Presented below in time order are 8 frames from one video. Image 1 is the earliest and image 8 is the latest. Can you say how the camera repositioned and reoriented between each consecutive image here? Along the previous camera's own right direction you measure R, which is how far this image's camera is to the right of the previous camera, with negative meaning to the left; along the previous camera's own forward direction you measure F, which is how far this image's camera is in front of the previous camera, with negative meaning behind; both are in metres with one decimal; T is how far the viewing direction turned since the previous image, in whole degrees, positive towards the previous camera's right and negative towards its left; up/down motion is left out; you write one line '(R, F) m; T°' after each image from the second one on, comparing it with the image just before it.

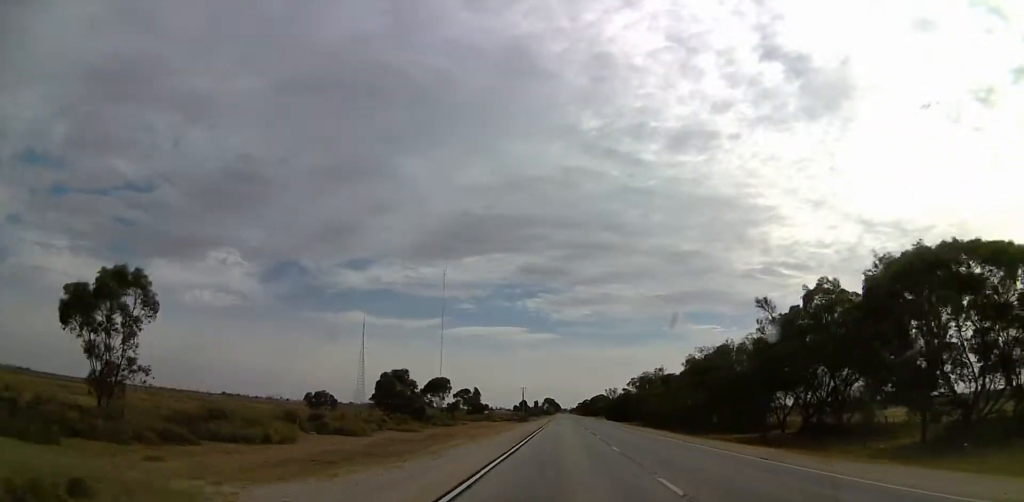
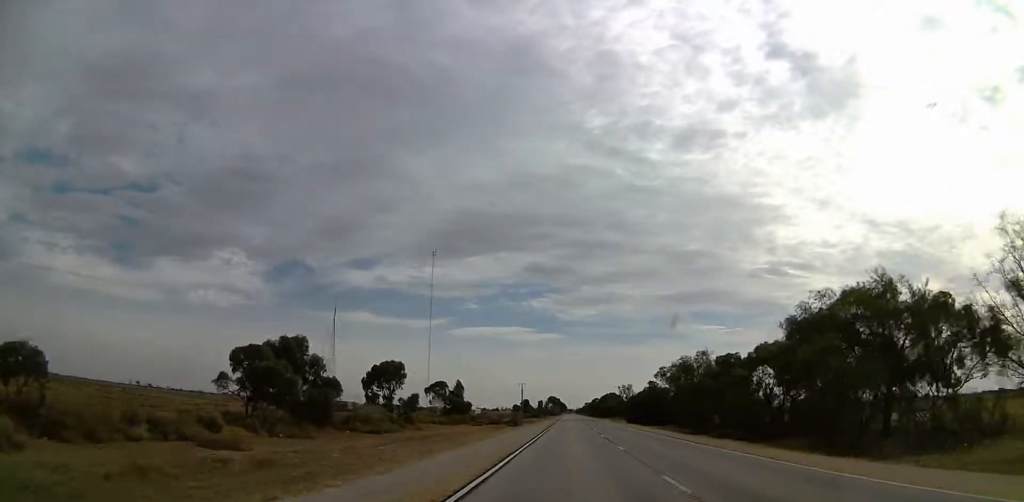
(0.0, +36.0) m; 0°
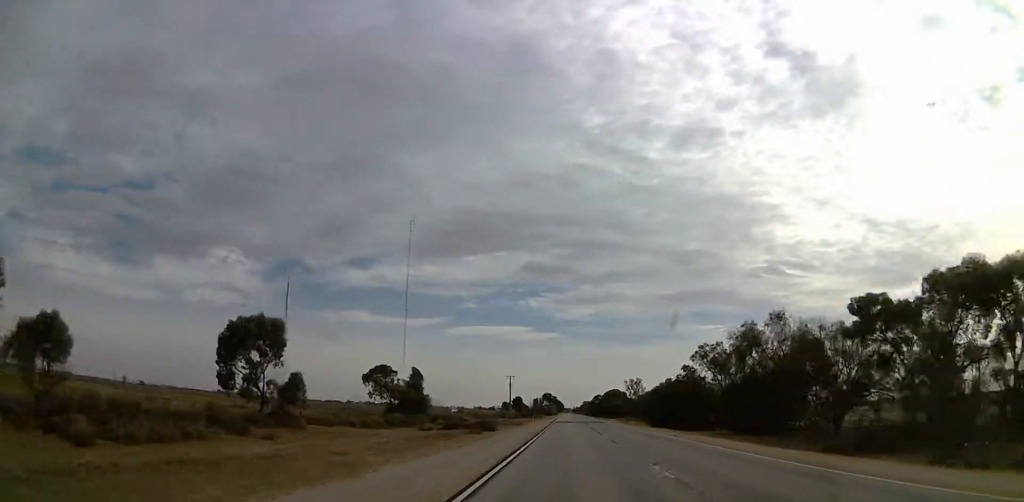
(+0.1, +34.1) m; 0°
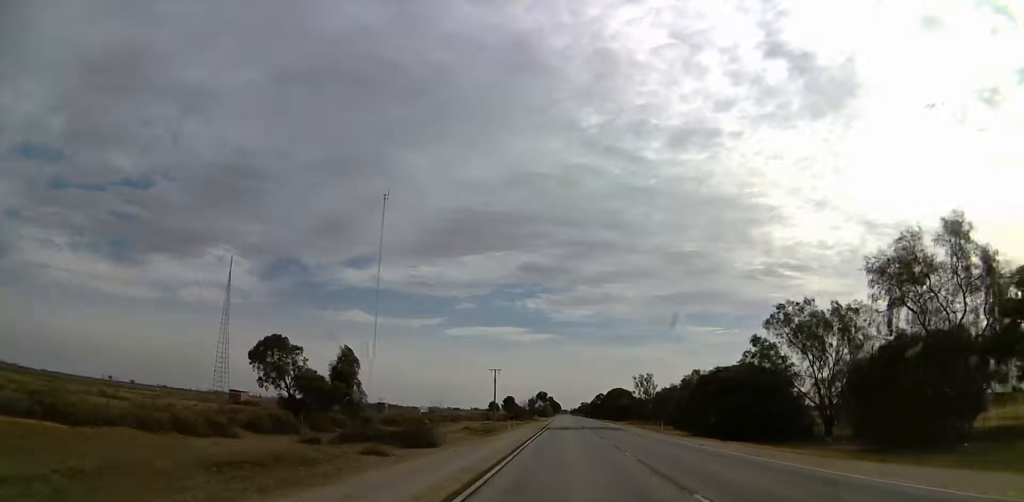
(-0.1, +29.8) m; 0°
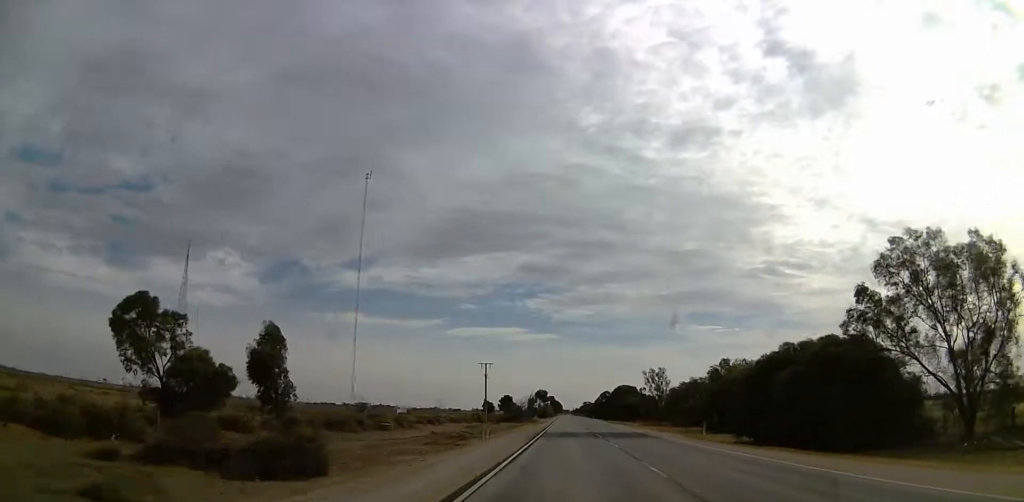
(0.0, +18.0) m; +1°
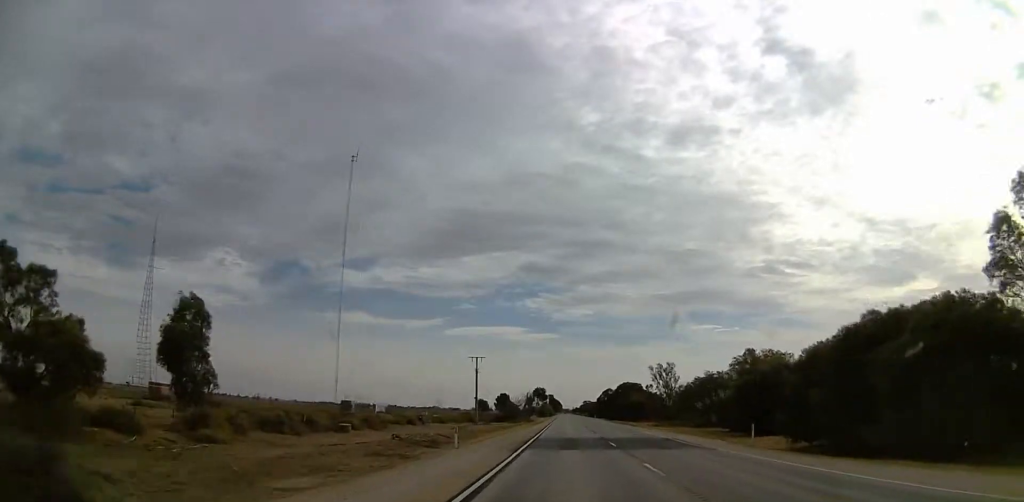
(0.0, +11.7) m; +1°
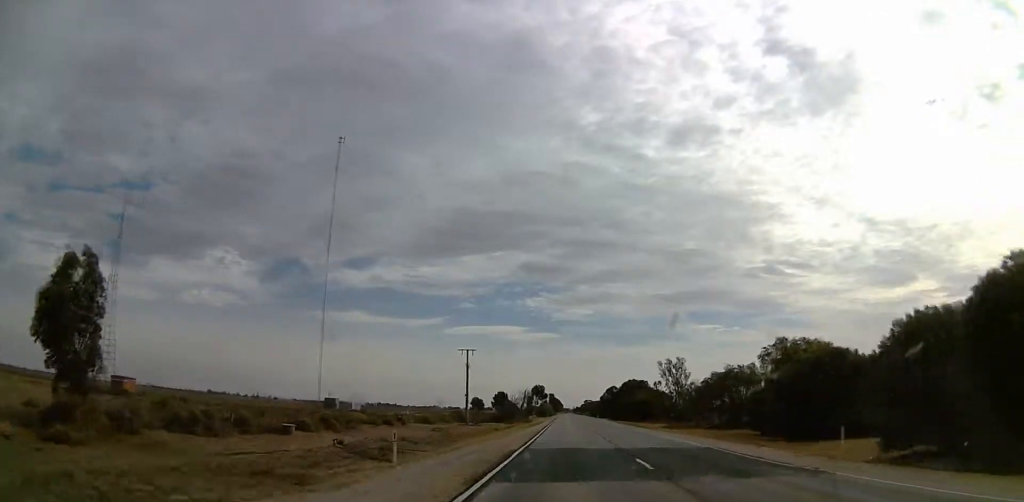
(-0.2, +10.8) m; +1°
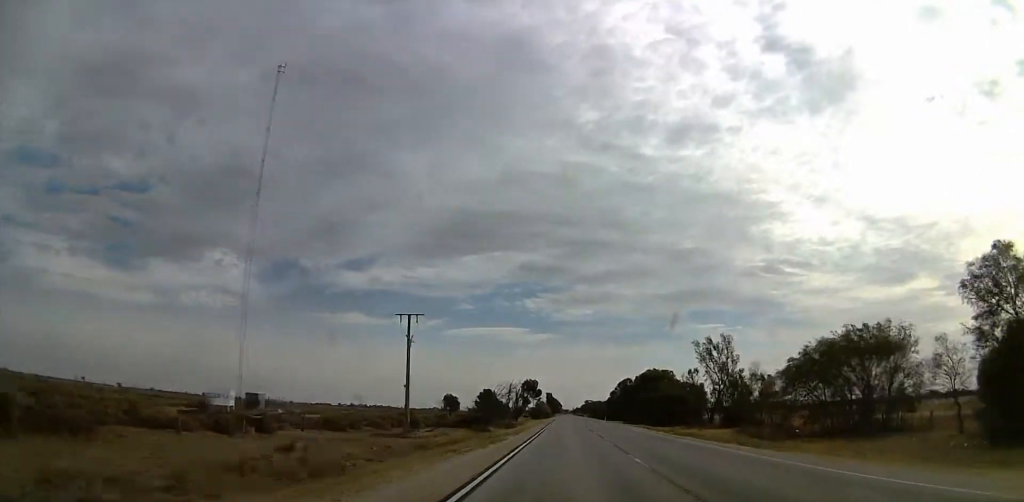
(+0.9, +35.3) m; -1°
